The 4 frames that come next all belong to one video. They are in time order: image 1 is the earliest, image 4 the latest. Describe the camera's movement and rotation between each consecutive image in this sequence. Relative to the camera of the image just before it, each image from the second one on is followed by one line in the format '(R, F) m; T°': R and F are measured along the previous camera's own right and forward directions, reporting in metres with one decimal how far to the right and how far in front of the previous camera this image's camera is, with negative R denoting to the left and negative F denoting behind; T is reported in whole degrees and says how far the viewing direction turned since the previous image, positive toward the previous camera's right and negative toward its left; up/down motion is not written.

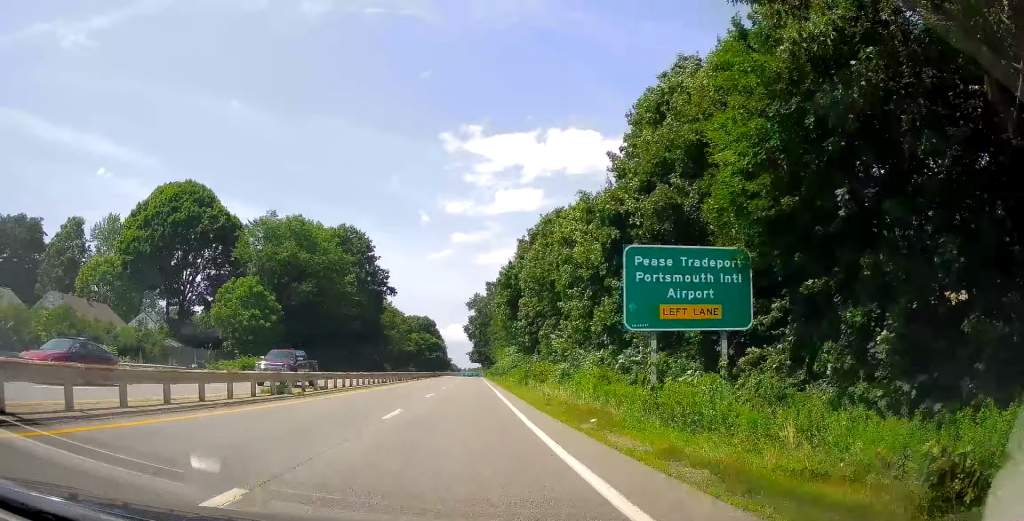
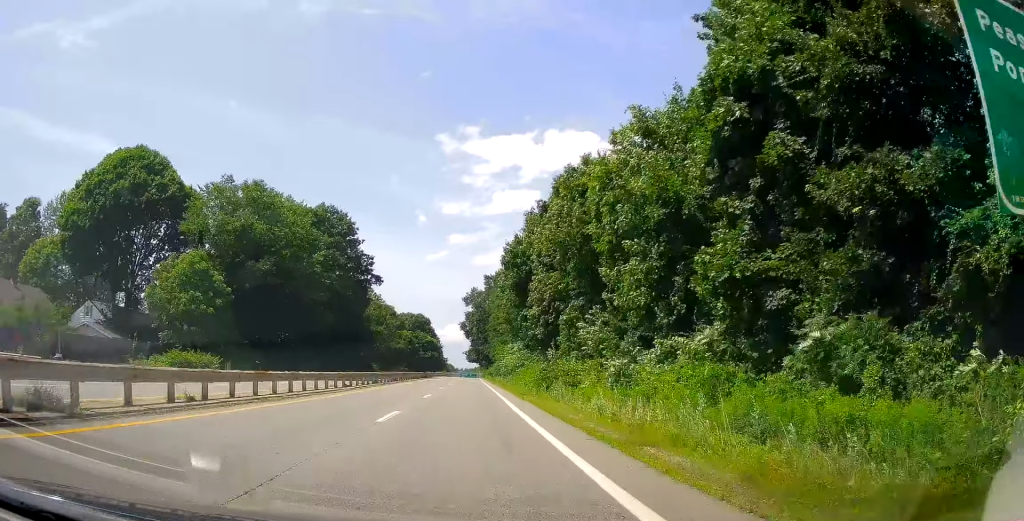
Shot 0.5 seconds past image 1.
(0.0, +13.2) m; 0°
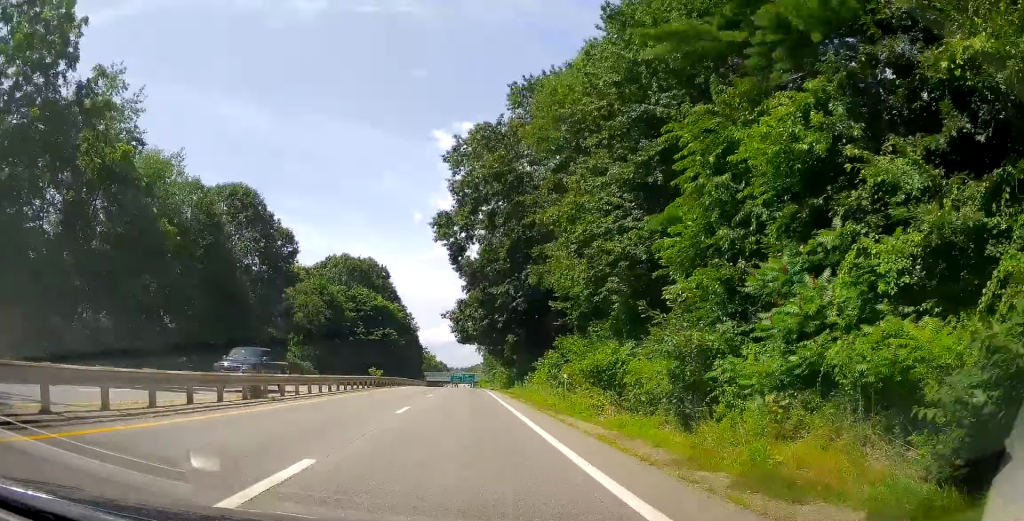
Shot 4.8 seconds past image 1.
(+0.6, +105.4) m; +1°
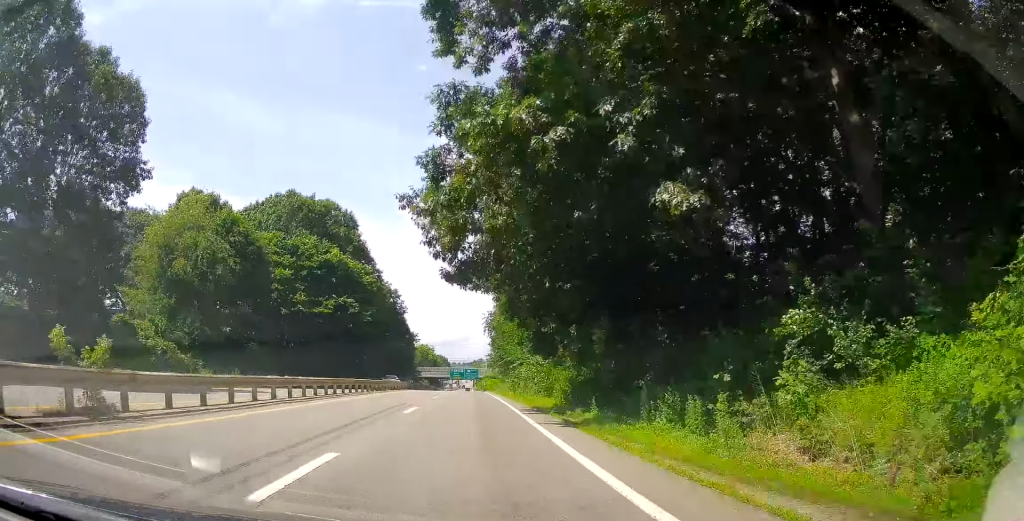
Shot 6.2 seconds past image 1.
(0.0, +35.4) m; 0°
